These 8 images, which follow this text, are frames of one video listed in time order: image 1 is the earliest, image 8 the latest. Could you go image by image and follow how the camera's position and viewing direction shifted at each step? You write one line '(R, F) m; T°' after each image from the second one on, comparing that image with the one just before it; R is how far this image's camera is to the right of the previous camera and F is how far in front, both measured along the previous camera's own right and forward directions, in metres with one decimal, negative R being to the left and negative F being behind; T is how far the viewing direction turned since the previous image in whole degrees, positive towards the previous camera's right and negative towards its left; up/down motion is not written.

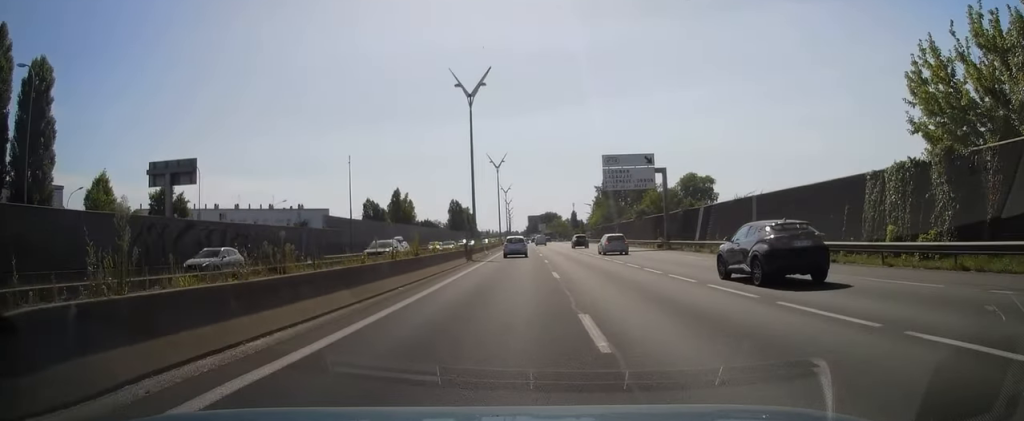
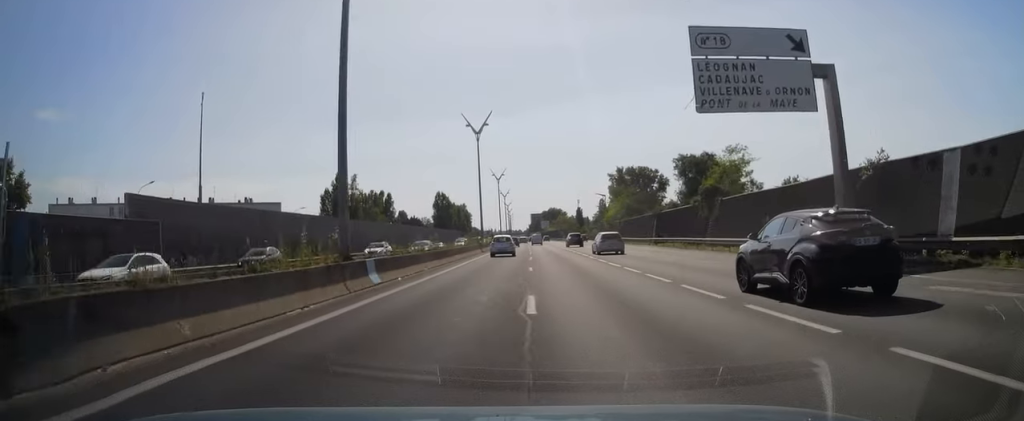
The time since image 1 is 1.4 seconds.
(0.0, +35.2) m; 0°
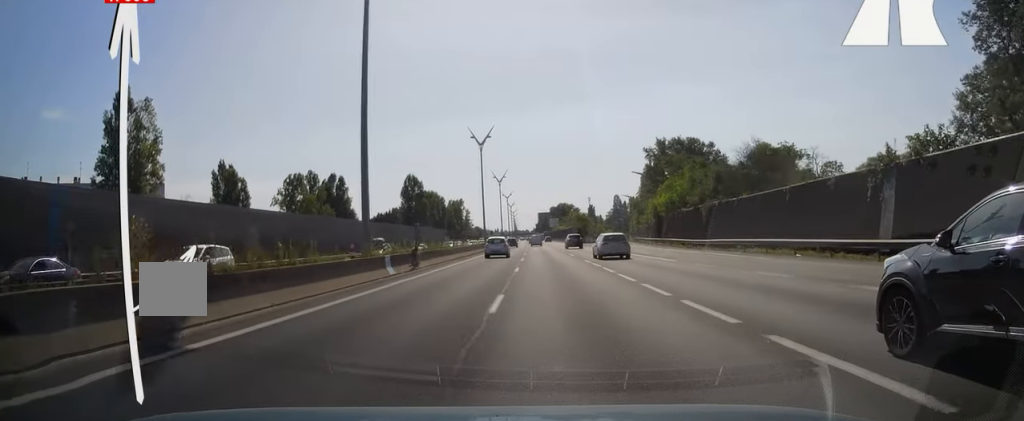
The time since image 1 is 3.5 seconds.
(-0.2, +50.8) m; -1°
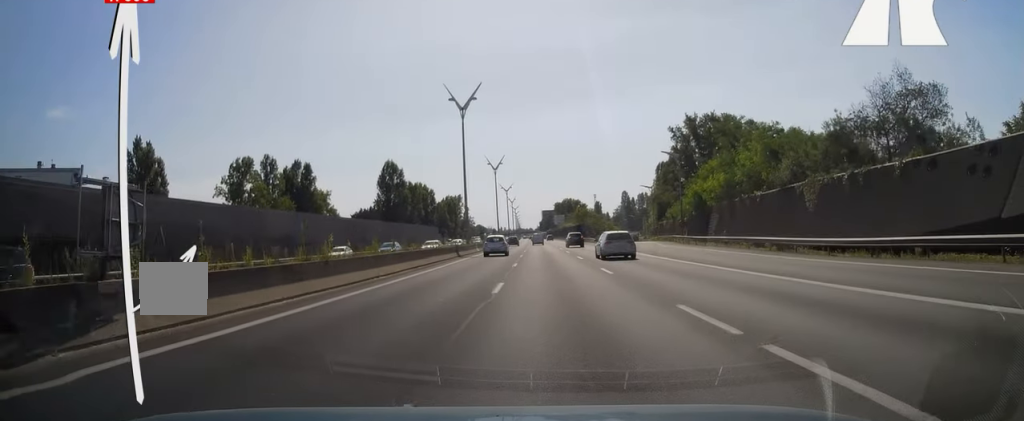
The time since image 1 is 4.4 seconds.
(-0.3, +22.3) m; 0°
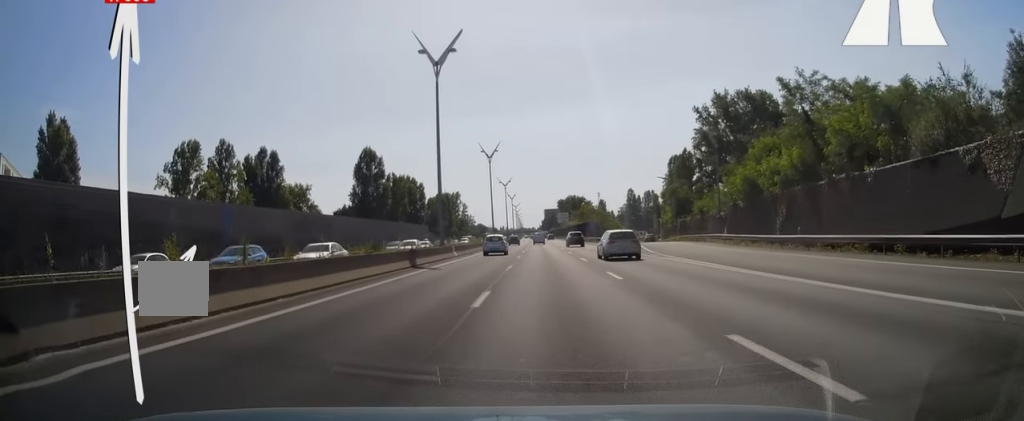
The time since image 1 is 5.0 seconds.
(+0.3, +16.1) m; 0°
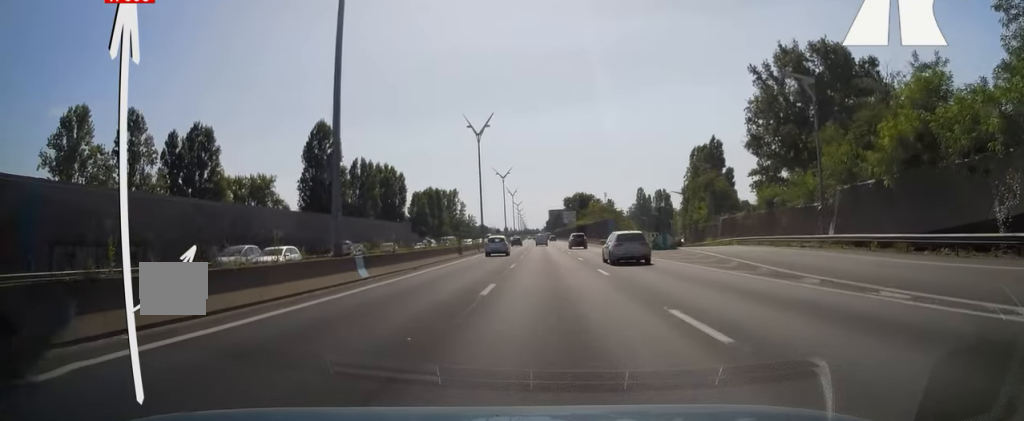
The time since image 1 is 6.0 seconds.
(-0.2, +23.1) m; -1°
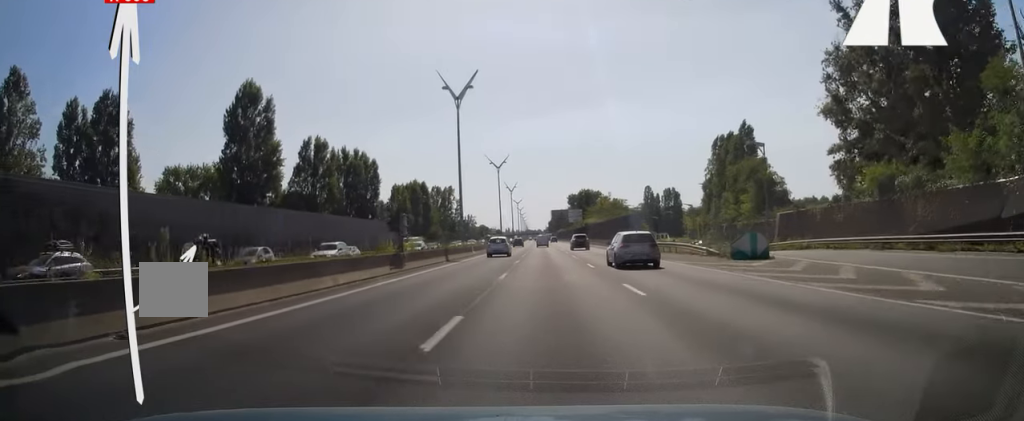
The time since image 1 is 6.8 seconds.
(-0.1, +20.2) m; 0°
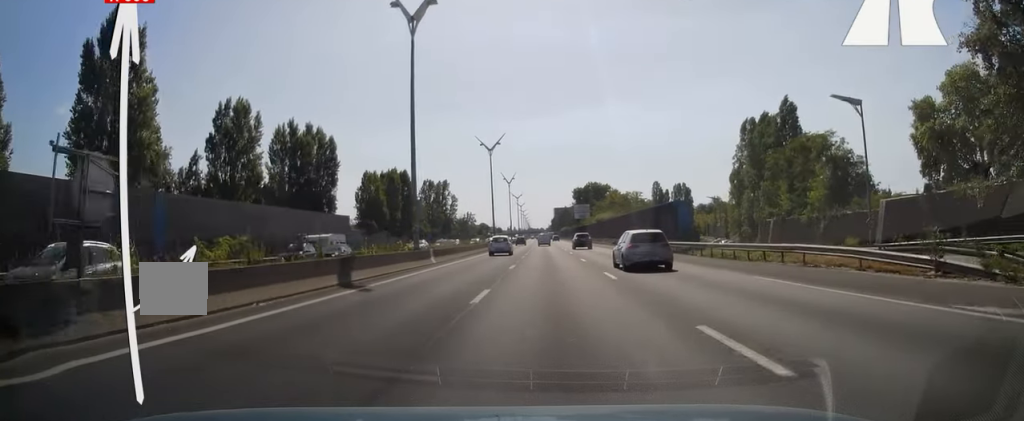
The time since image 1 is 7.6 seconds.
(0.0, +20.5) m; 0°
